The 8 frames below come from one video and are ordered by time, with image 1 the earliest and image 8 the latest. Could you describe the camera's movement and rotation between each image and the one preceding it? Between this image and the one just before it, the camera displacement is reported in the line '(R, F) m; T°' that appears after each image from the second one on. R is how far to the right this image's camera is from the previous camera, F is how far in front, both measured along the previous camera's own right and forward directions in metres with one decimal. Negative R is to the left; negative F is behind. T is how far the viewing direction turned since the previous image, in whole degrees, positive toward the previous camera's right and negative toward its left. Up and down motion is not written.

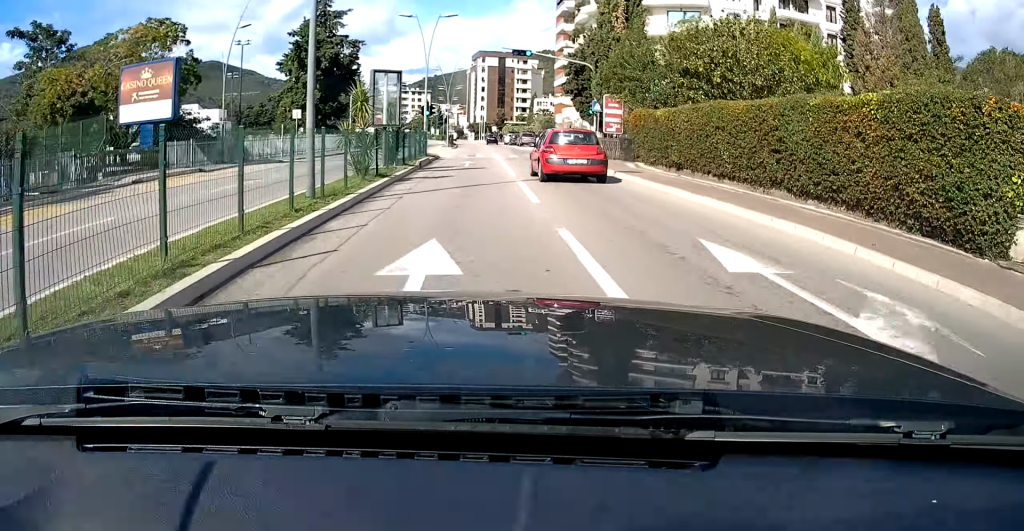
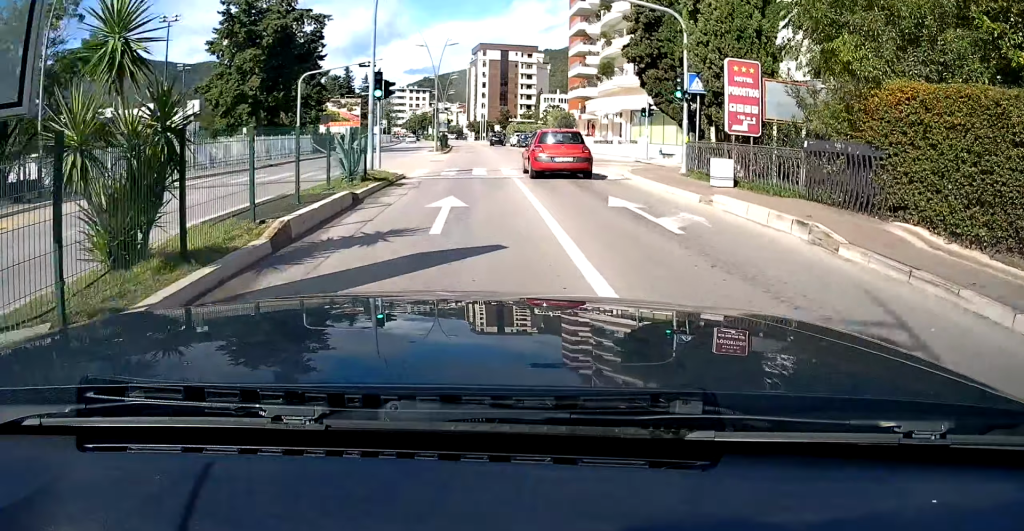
(0.0, +17.4) m; 0°
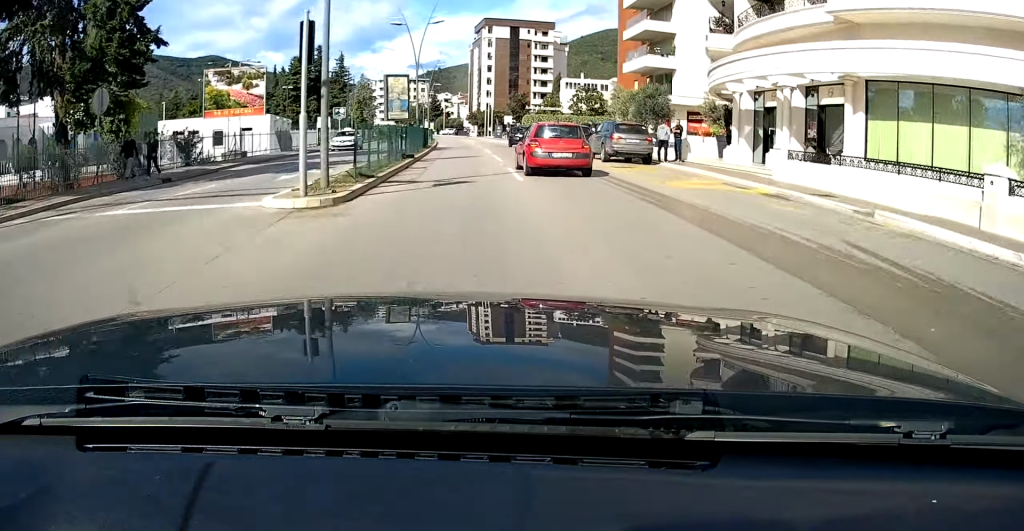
(0.0, +33.4) m; -1°
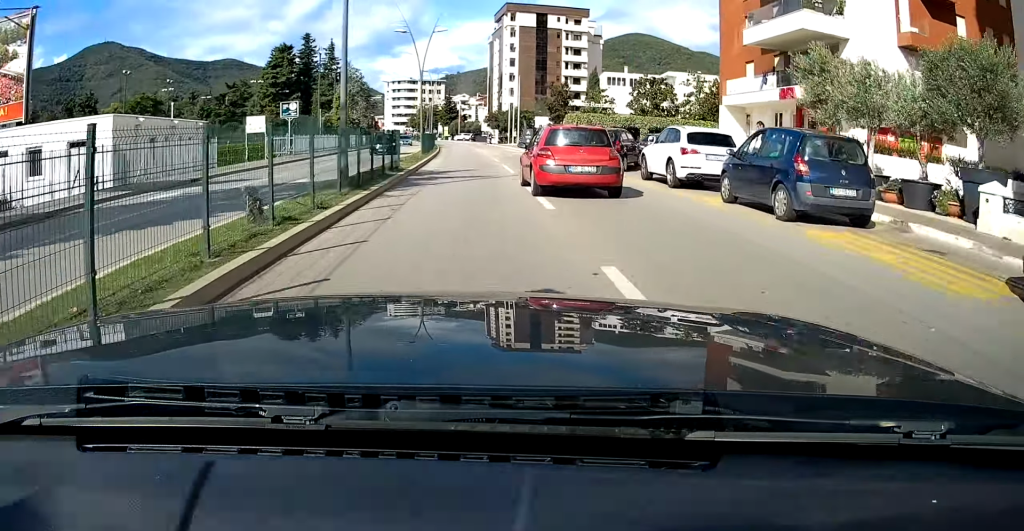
(-0.3, +24.3) m; -1°
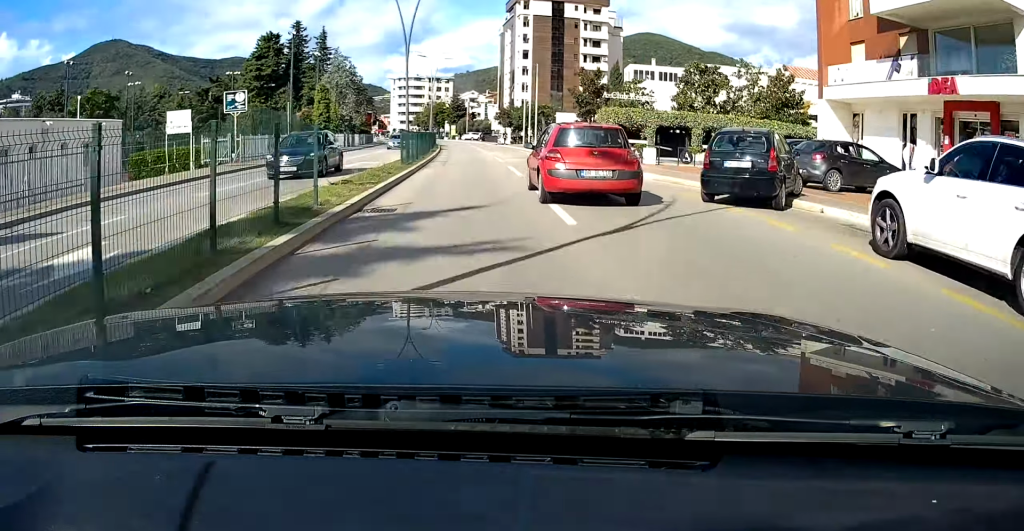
(-0.2, +11.8) m; -1°
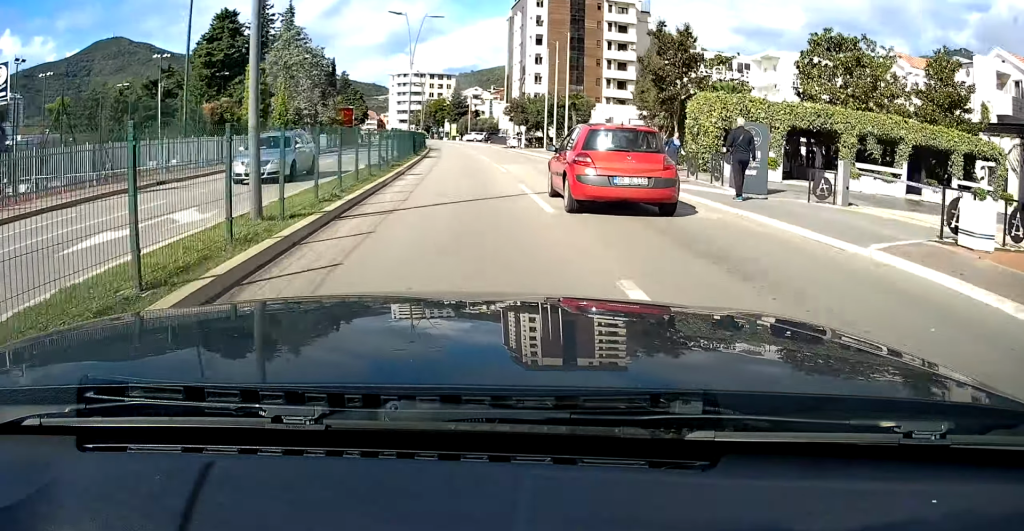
(0.0, +18.6) m; -1°
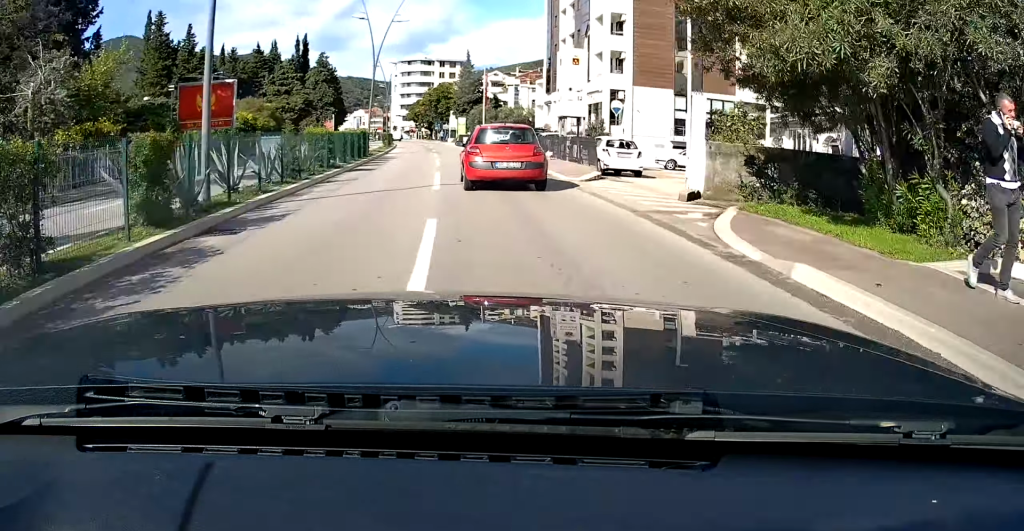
(-1.1, +49.5) m; -3°
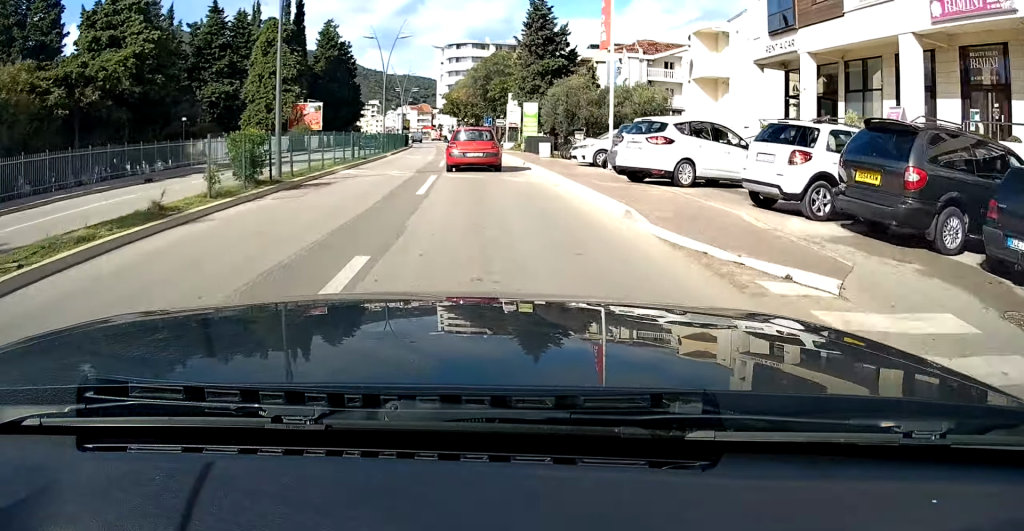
(-1.9, +47.0) m; -5°
